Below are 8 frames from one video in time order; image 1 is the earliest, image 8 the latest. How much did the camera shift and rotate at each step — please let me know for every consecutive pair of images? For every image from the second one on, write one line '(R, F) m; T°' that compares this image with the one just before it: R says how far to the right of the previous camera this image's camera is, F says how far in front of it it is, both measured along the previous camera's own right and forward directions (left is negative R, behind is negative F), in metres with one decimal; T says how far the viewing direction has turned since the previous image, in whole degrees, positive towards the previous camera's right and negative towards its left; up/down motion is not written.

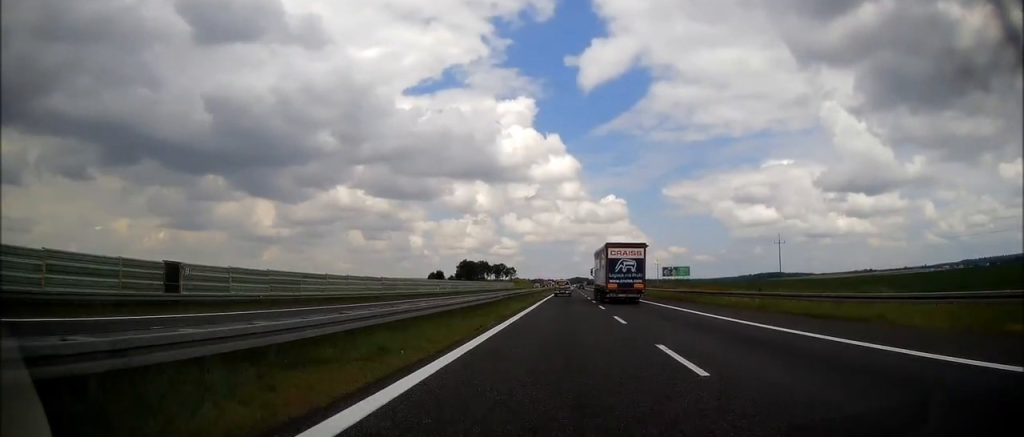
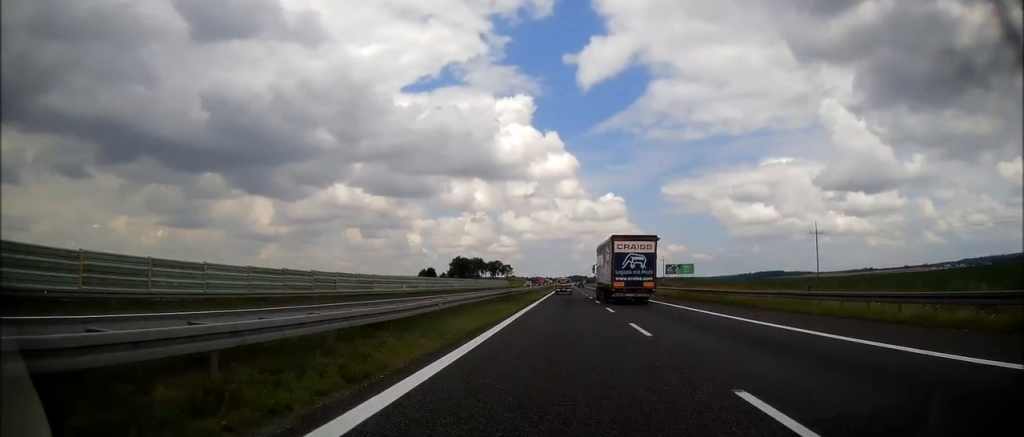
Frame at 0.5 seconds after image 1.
(+0.1, +17.7) m; 0°
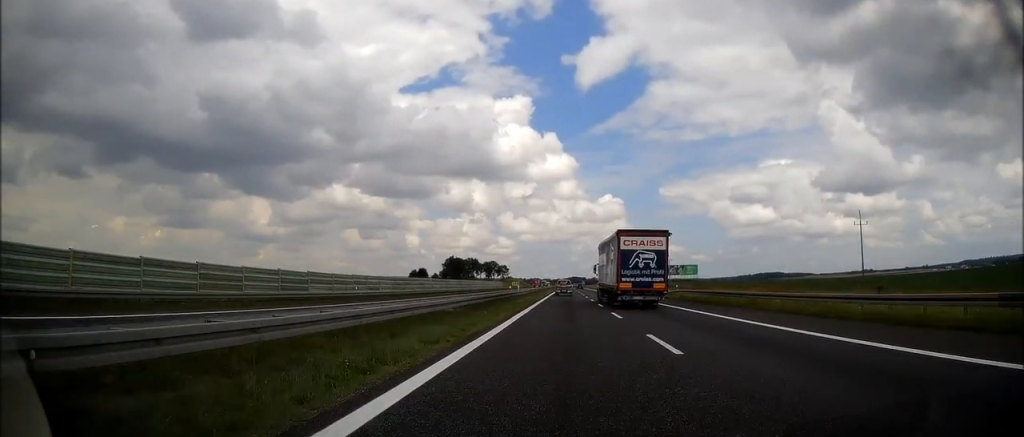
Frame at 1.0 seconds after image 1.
(-0.2, +15.6) m; 0°
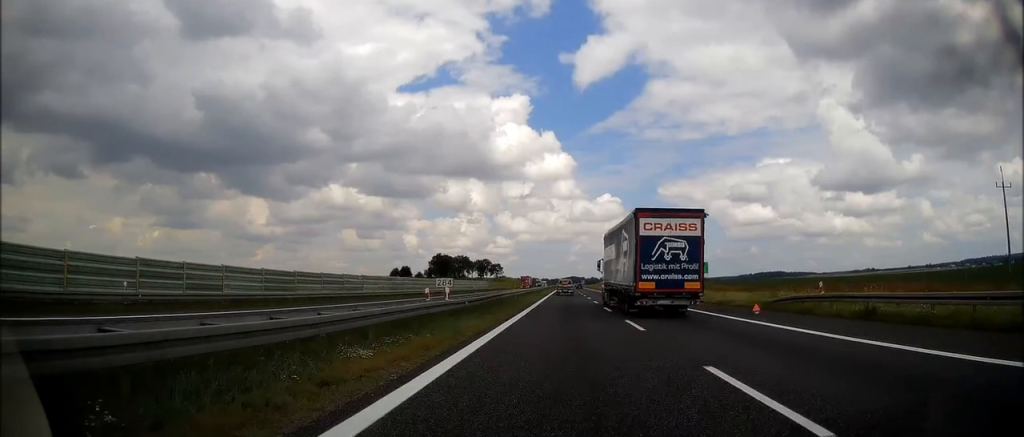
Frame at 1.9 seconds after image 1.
(0.0, +30.3) m; 0°
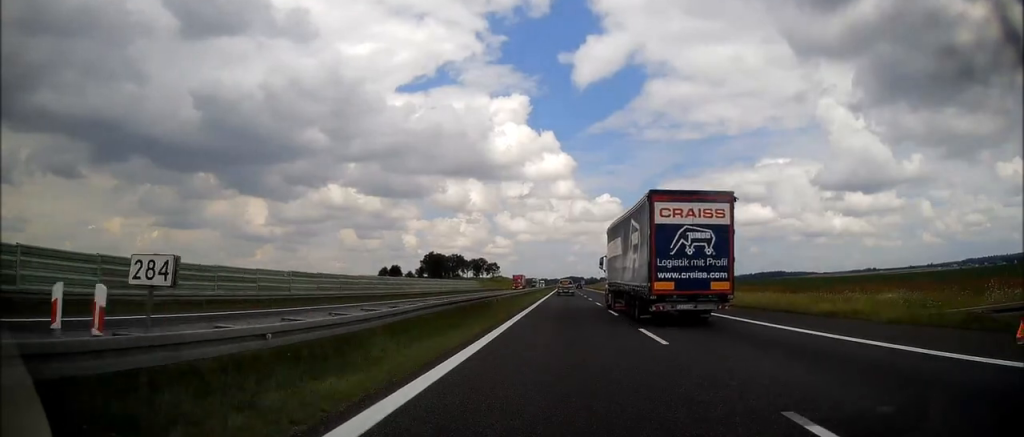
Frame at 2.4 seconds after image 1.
(0.0, +15.7) m; 0°
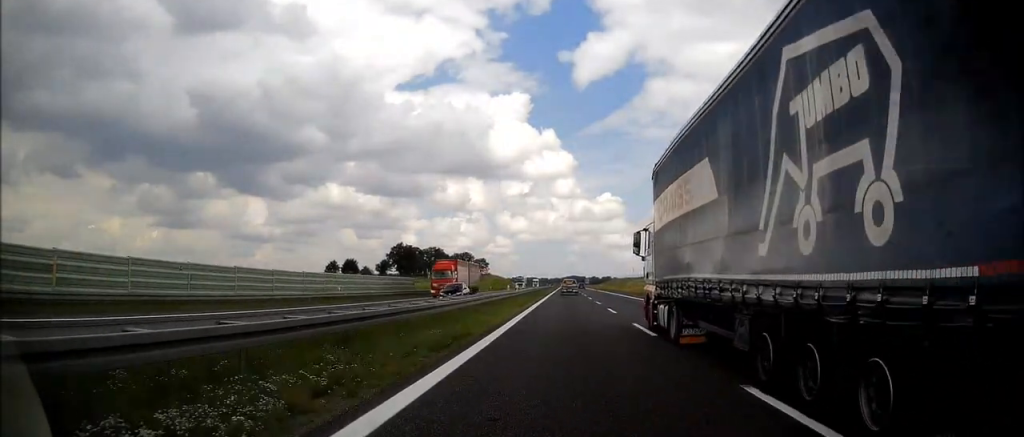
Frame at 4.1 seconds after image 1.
(0.0, +58.1) m; 0°
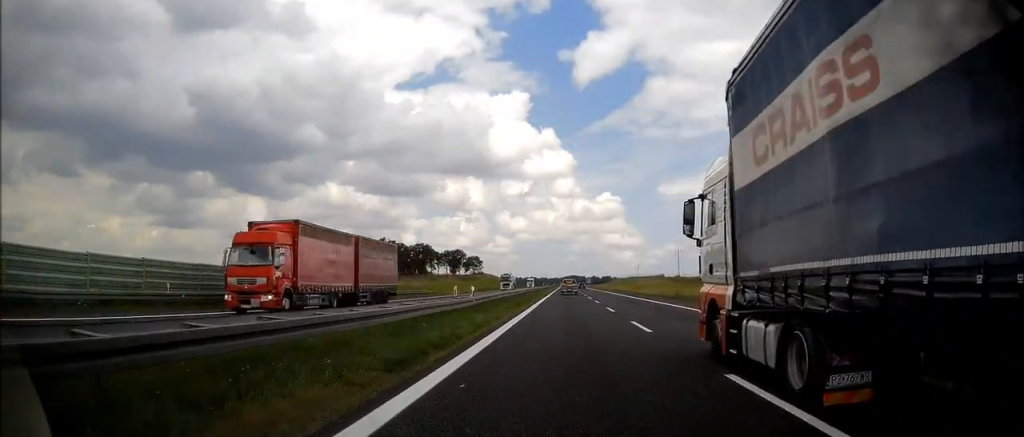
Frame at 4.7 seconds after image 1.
(0.0, +22.9) m; 0°
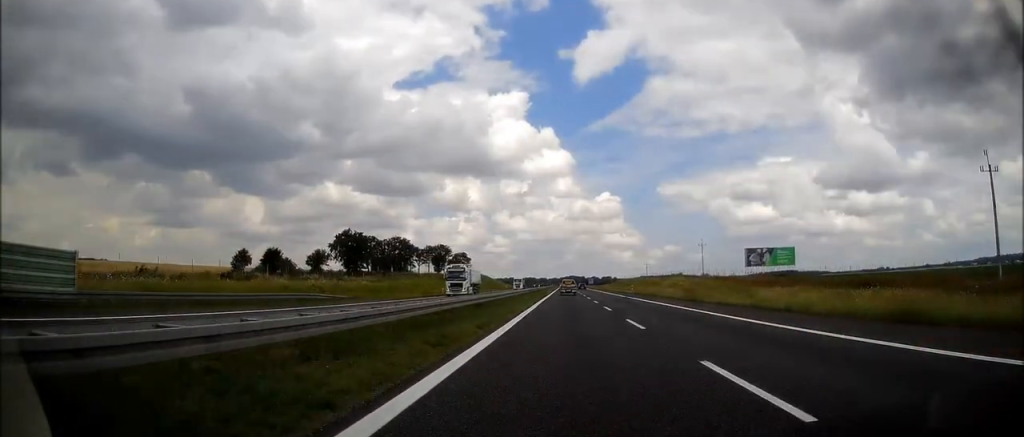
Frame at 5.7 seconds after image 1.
(+0.1, +34.6) m; 0°
